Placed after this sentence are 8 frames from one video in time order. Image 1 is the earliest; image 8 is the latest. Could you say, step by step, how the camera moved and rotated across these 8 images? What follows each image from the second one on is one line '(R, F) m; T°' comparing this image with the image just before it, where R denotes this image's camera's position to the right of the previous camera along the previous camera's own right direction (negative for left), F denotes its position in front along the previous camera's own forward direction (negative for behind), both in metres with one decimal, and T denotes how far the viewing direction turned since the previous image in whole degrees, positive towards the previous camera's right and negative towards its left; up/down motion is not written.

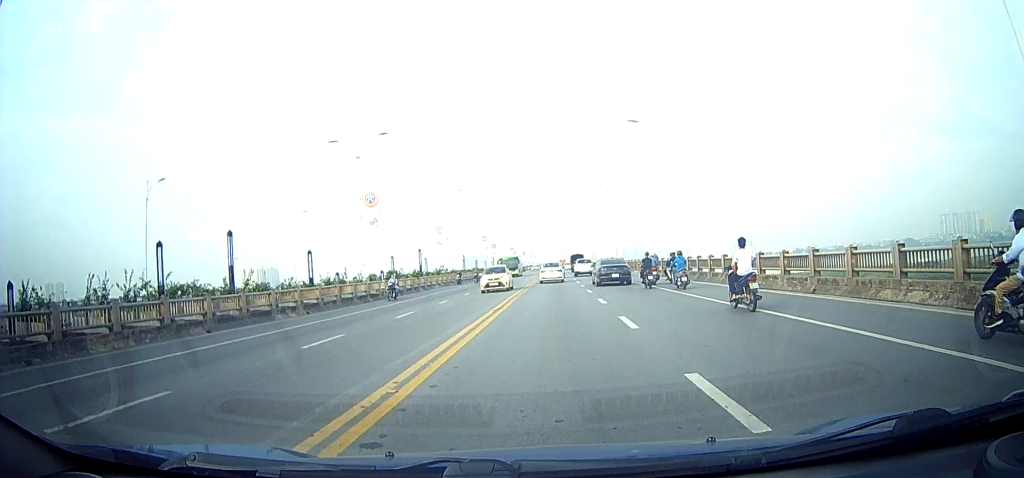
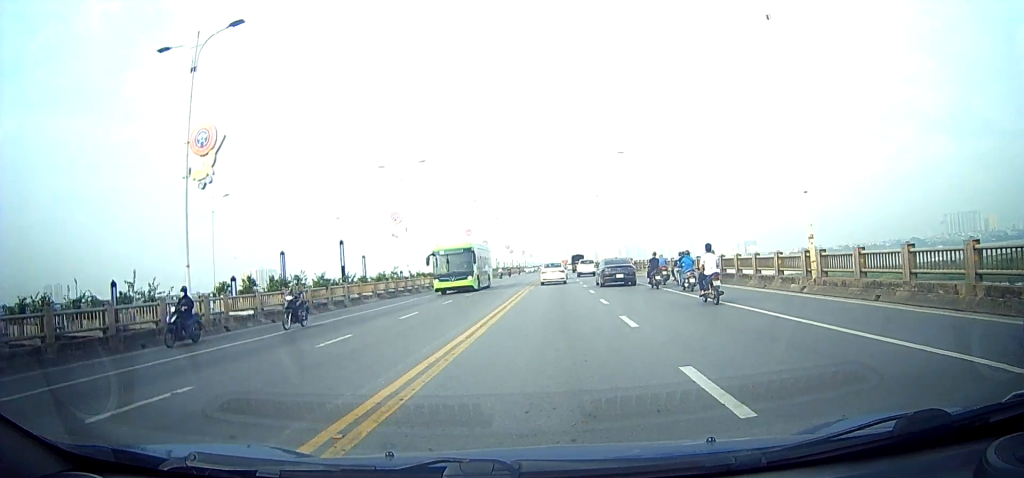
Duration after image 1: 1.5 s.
(-0.2, +18.9) m; -1°
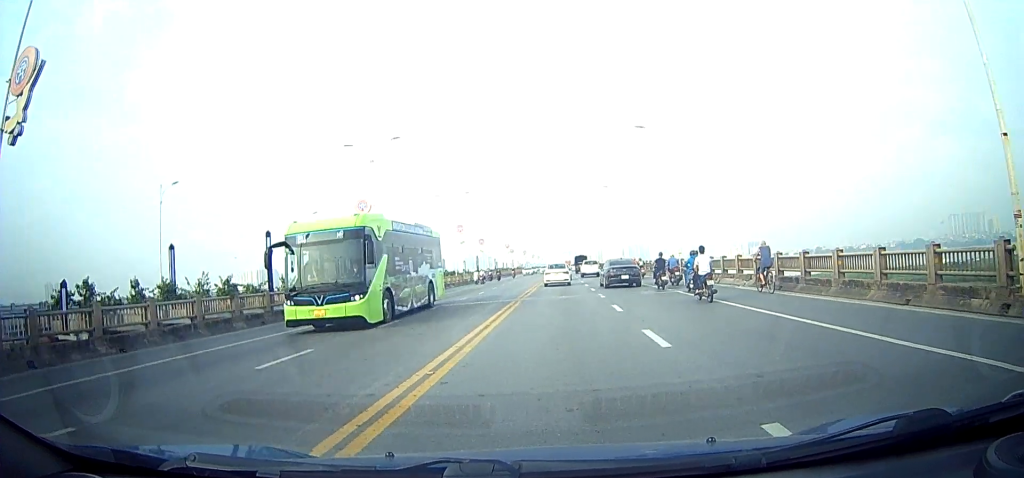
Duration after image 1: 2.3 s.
(0.0, +9.0) m; 0°
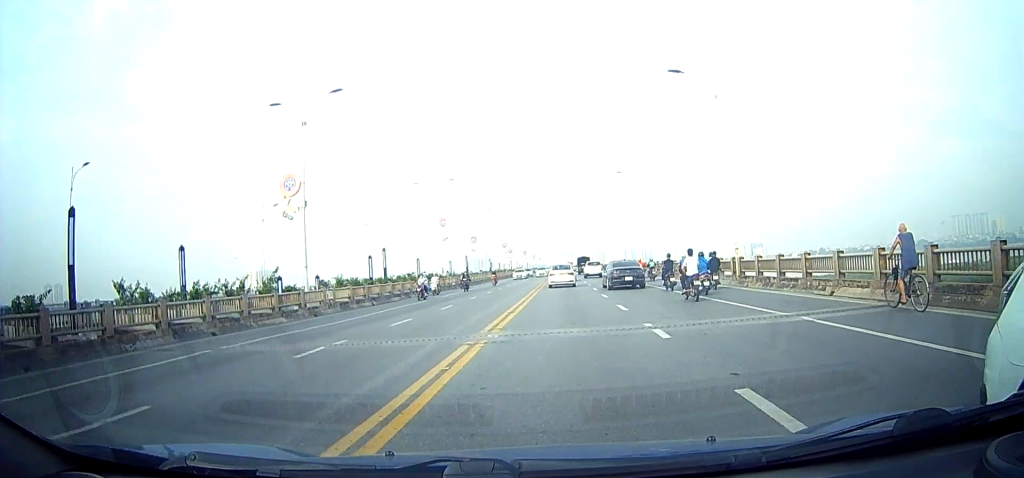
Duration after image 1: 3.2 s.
(0.0, +11.4) m; +1°
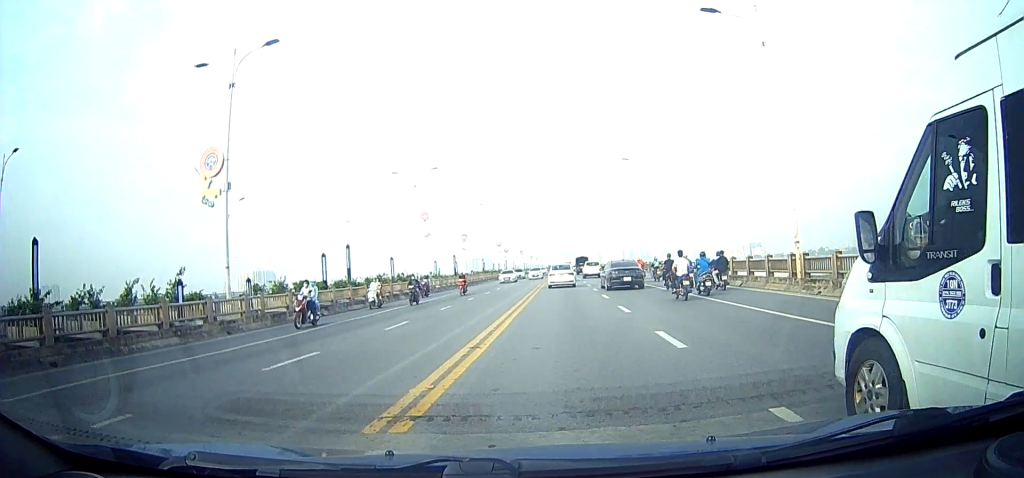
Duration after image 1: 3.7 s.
(0.0, +6.4) m; +1°
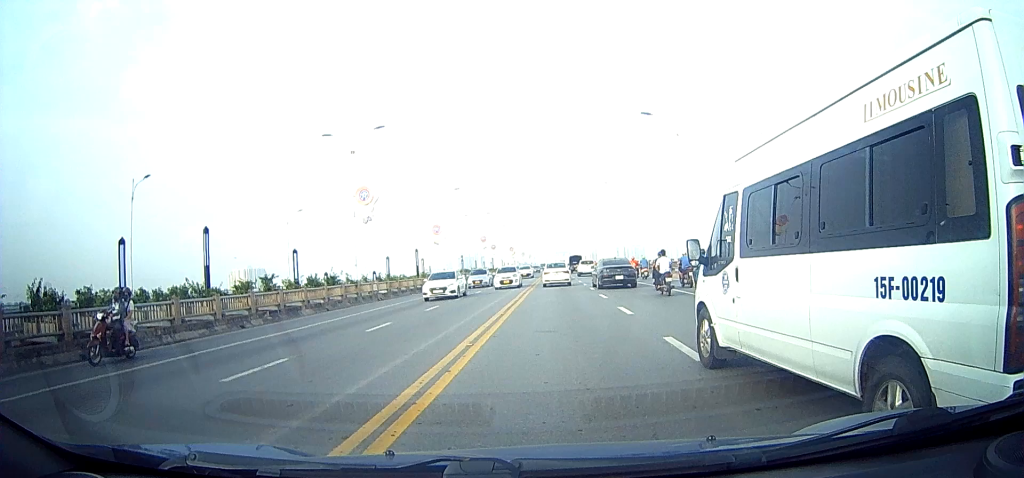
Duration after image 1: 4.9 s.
(+0.3, +14.8) m; +1°
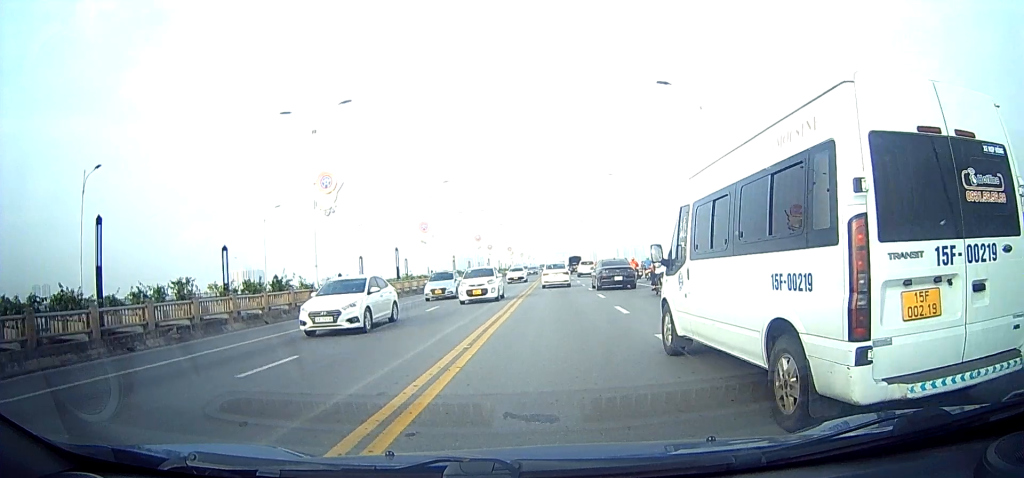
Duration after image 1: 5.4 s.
(0.0, +7.3) m; 0°
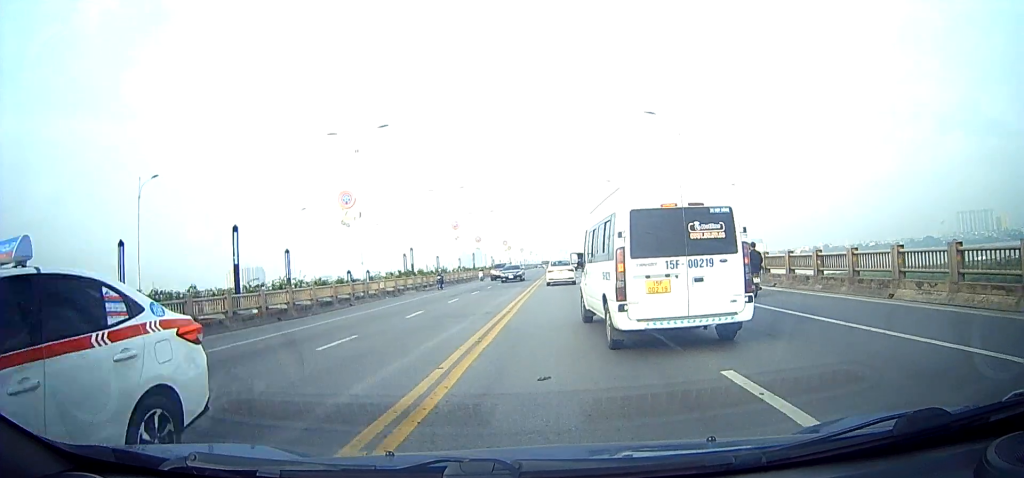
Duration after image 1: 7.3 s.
(+0.4, +22.7) m; +2°
